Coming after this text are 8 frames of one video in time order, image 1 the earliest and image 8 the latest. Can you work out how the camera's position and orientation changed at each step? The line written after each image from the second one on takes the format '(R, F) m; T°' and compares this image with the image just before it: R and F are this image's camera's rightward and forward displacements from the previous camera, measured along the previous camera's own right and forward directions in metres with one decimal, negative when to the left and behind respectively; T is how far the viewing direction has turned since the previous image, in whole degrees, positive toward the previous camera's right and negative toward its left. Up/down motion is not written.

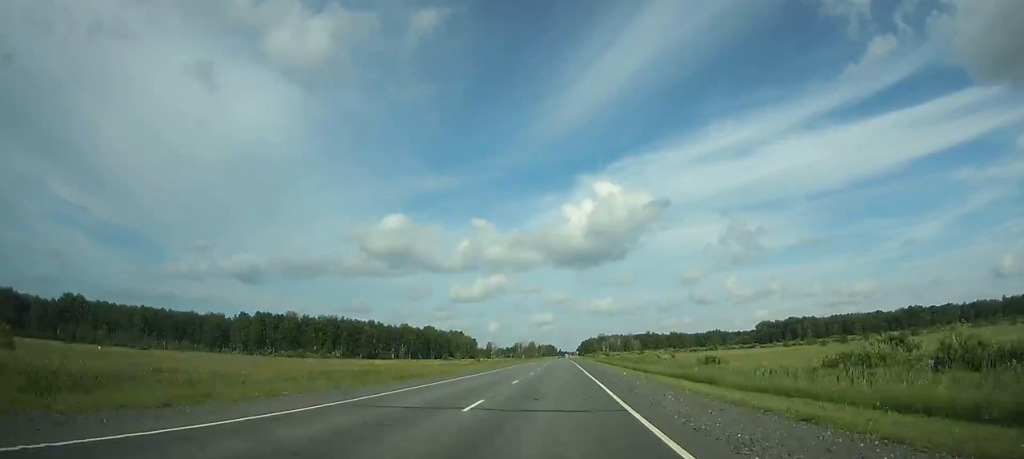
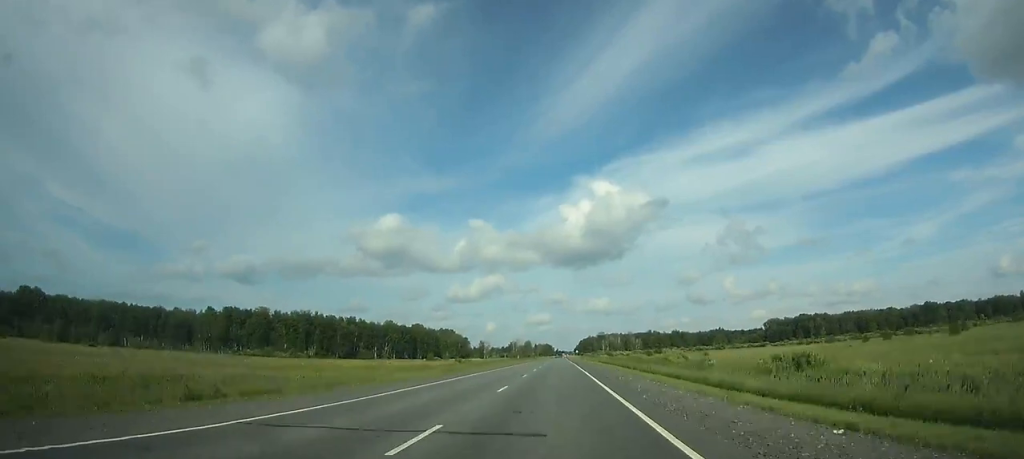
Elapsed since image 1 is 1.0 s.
(0.0, +30.7) m; 0°
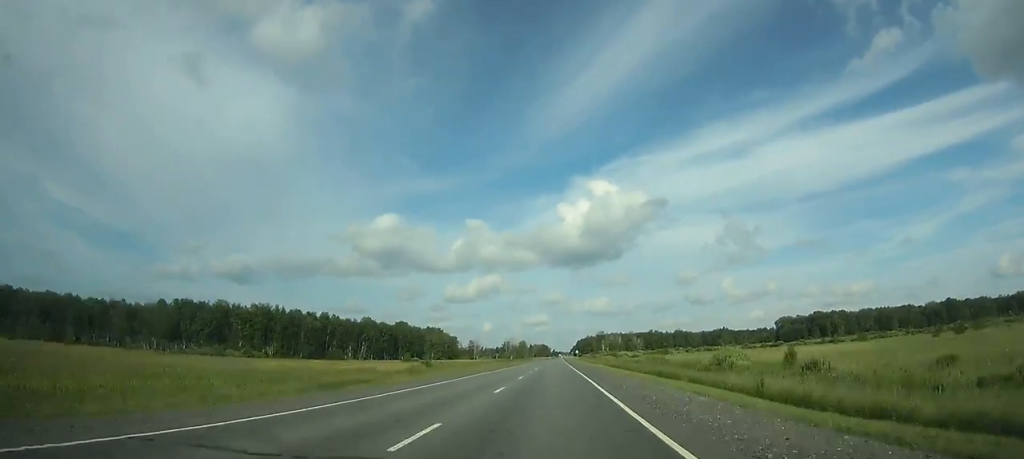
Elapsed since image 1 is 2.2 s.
(+0.1, +36.5) m; 0°
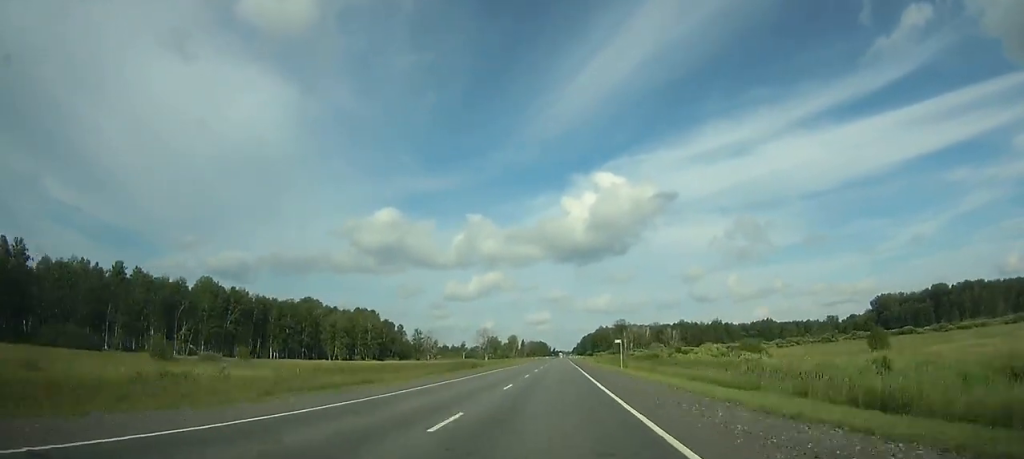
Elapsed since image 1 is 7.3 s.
(-0.2, +142.7) m; 0°
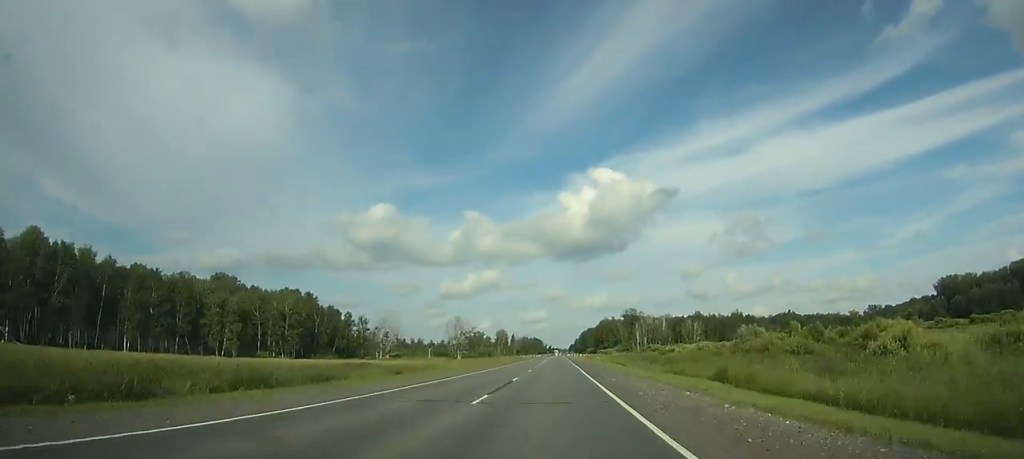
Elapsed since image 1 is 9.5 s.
(+0.2, +62.5) m; 0°
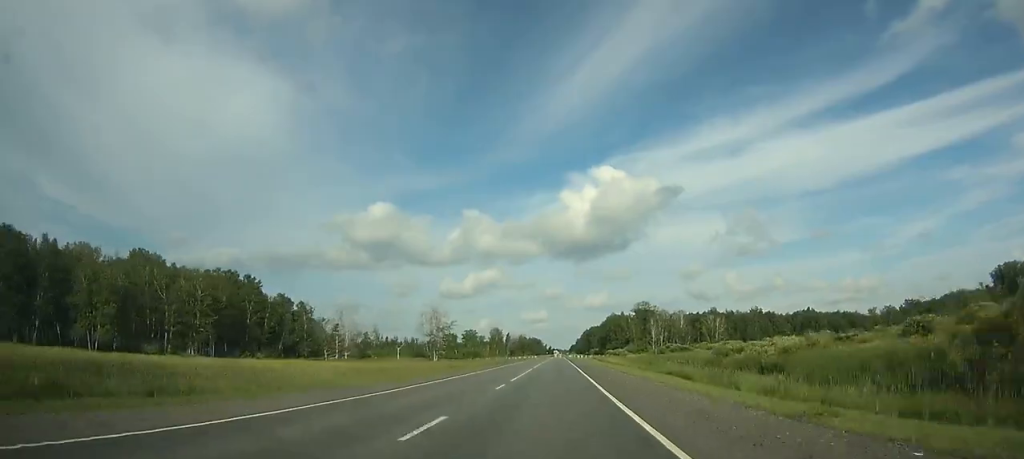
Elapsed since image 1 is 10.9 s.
(0.0, +41.6) m; 0°
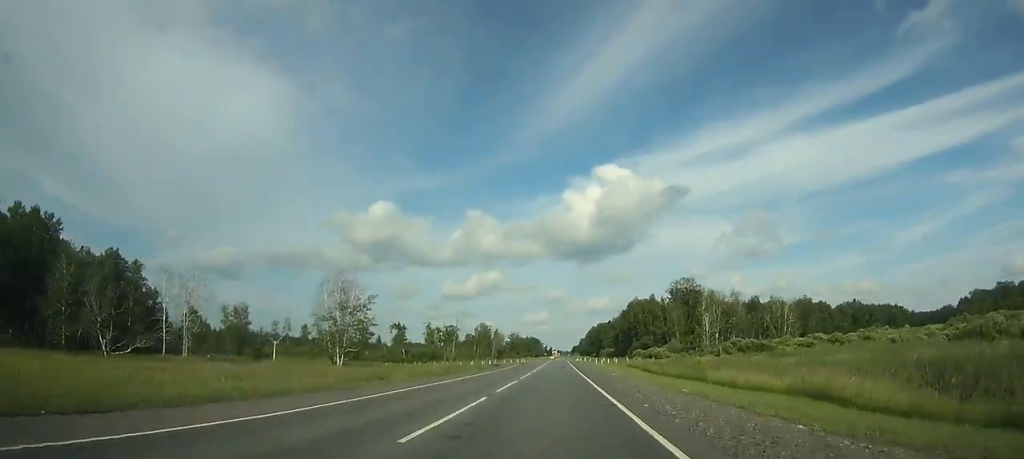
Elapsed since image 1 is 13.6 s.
(0.0, +80.8) m; 0°
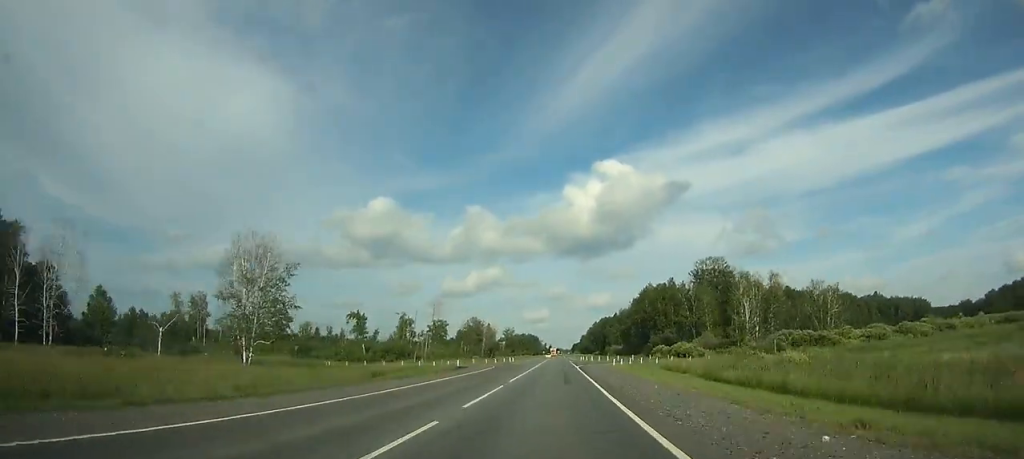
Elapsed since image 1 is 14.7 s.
(0.0, +32.2) m; 0°
